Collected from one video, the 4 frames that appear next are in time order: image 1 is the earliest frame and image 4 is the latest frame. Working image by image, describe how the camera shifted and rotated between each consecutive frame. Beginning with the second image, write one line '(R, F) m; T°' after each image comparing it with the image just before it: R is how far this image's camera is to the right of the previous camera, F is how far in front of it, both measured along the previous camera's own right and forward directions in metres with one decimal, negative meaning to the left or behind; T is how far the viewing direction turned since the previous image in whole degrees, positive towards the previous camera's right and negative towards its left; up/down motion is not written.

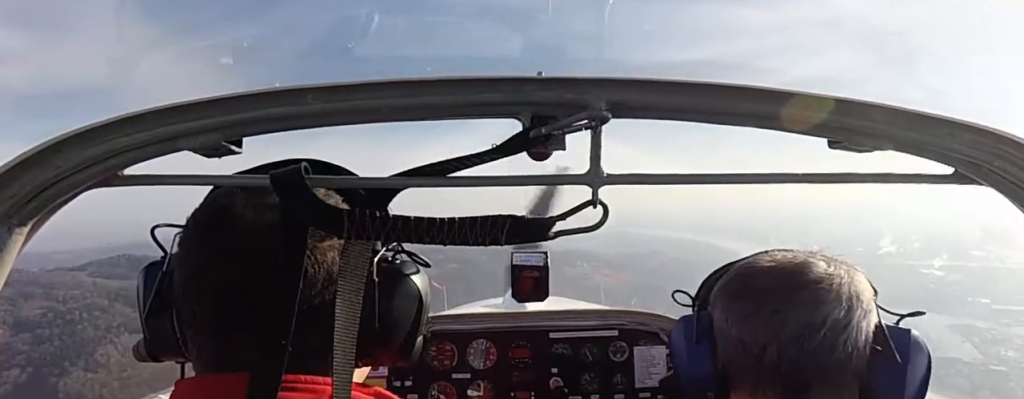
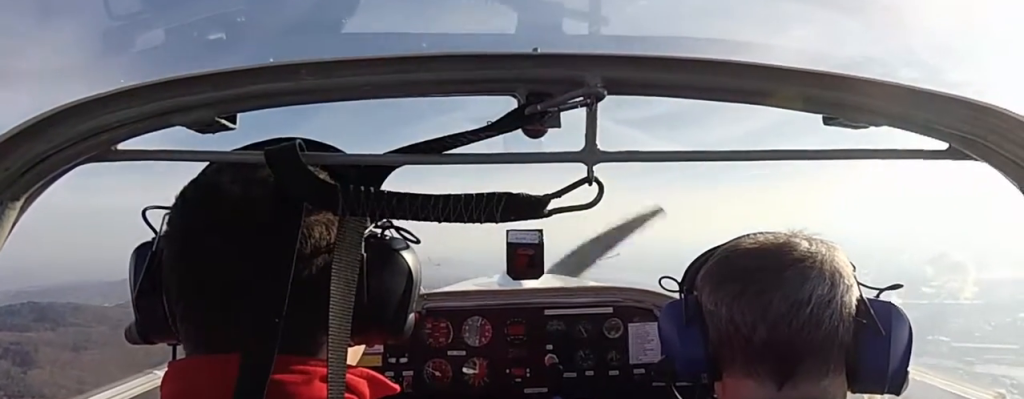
(+4.0, +80.6) m; +6°
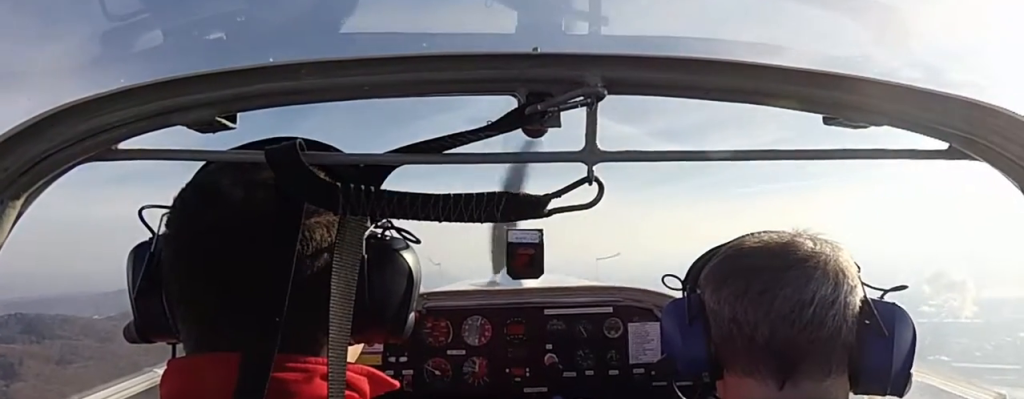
(+0.1, +14.4) m; 0°
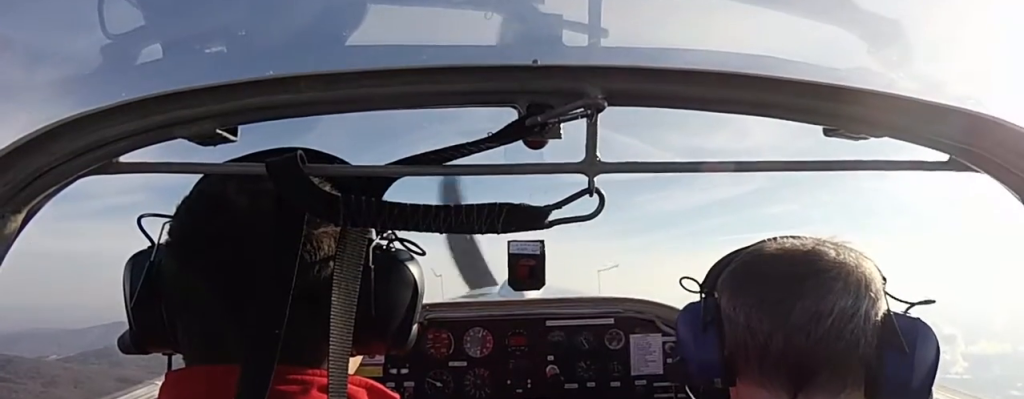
(+1.9, +49.5) m; +2°
